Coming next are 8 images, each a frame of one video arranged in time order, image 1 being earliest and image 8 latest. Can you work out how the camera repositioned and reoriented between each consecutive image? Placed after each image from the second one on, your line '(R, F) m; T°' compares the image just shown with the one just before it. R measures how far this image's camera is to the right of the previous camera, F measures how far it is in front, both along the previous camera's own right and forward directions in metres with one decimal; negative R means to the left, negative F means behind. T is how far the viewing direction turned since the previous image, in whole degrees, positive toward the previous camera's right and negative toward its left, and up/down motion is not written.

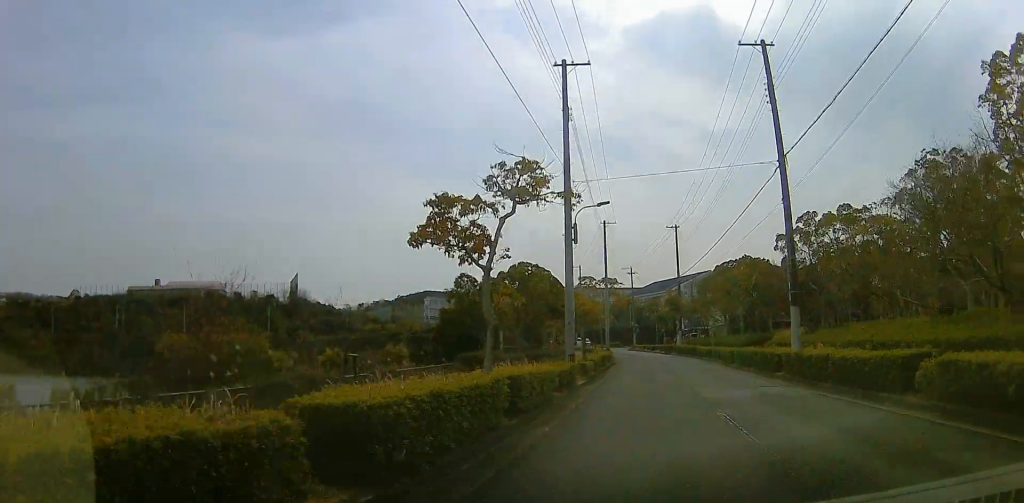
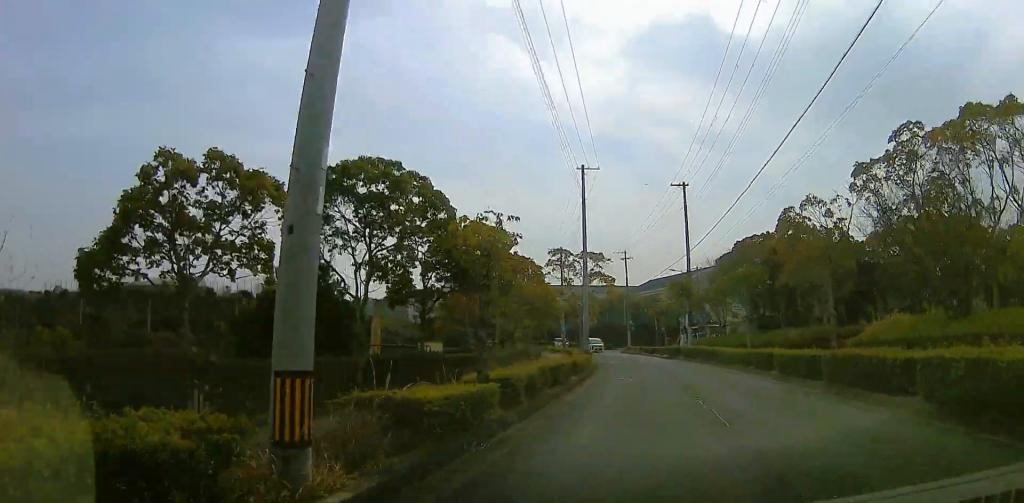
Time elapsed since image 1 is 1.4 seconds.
(+2.8, +15.5) m; 0°
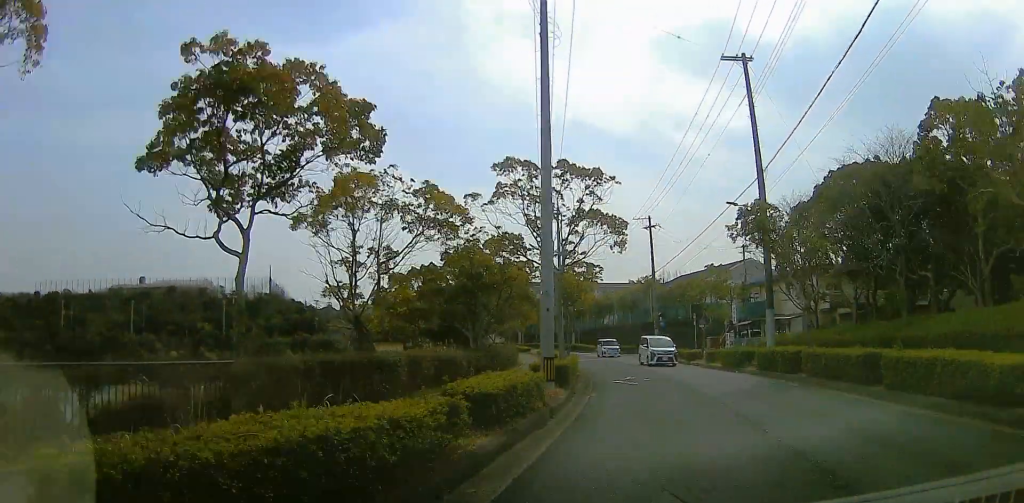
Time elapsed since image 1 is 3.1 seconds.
(-5.0, +21.8) m; -10°
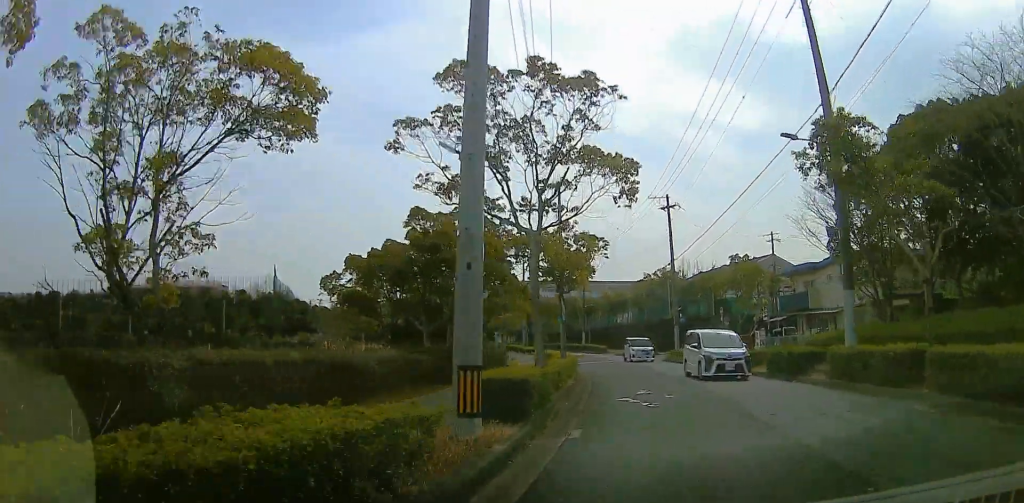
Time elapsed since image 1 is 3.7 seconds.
(+0.2, +8.3) m; +2°
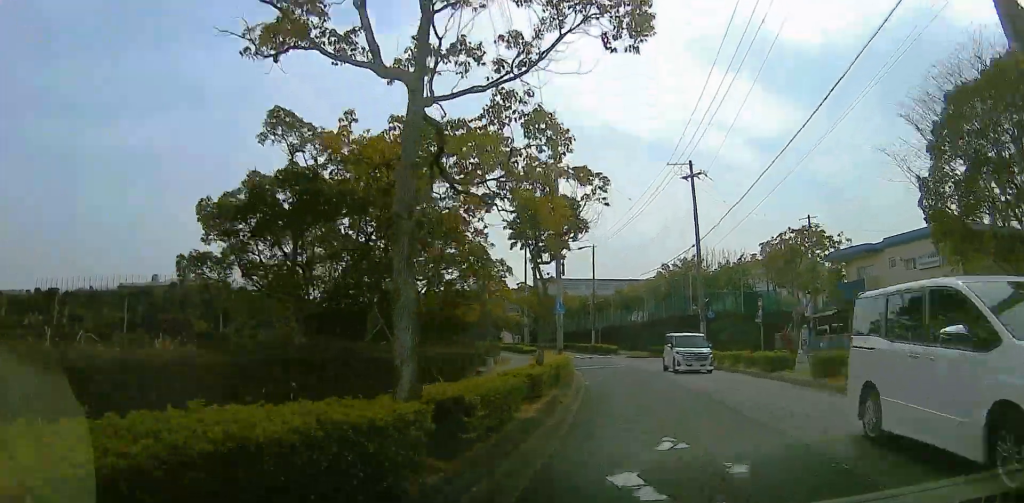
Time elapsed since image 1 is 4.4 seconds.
(+0.1, +9.3) m; 0°
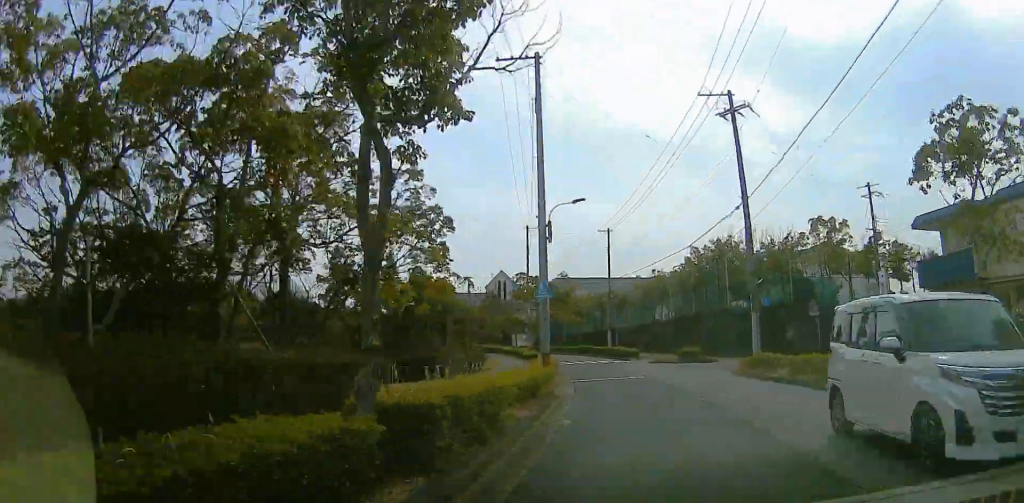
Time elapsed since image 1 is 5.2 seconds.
(0.0, +11.2) m; 0°
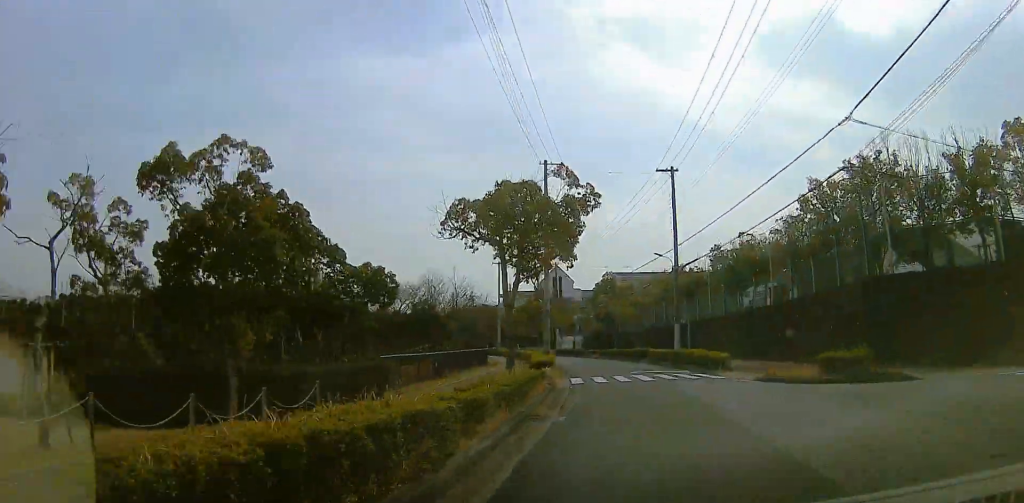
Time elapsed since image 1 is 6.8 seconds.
(-1.3, +21.4) m; -9°
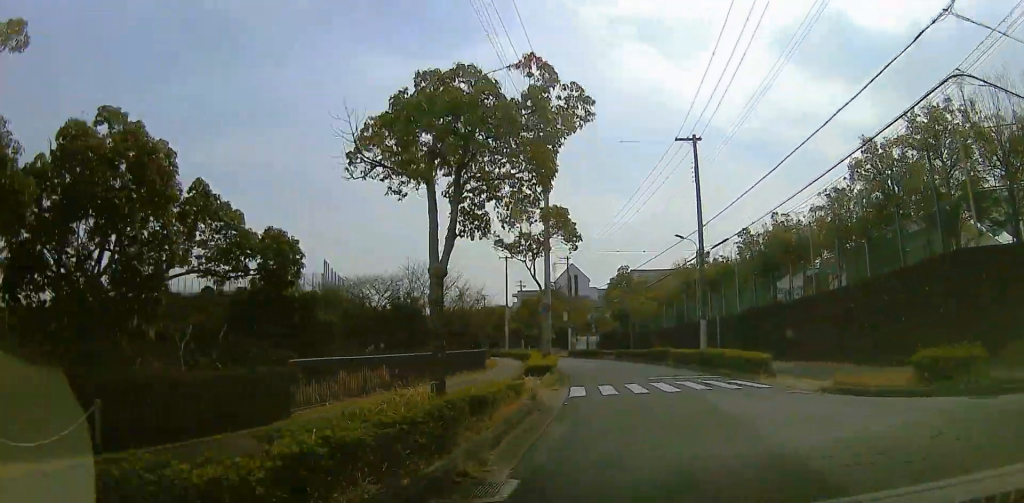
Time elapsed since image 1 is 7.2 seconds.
(-0.5, +5.9) m; -2°
